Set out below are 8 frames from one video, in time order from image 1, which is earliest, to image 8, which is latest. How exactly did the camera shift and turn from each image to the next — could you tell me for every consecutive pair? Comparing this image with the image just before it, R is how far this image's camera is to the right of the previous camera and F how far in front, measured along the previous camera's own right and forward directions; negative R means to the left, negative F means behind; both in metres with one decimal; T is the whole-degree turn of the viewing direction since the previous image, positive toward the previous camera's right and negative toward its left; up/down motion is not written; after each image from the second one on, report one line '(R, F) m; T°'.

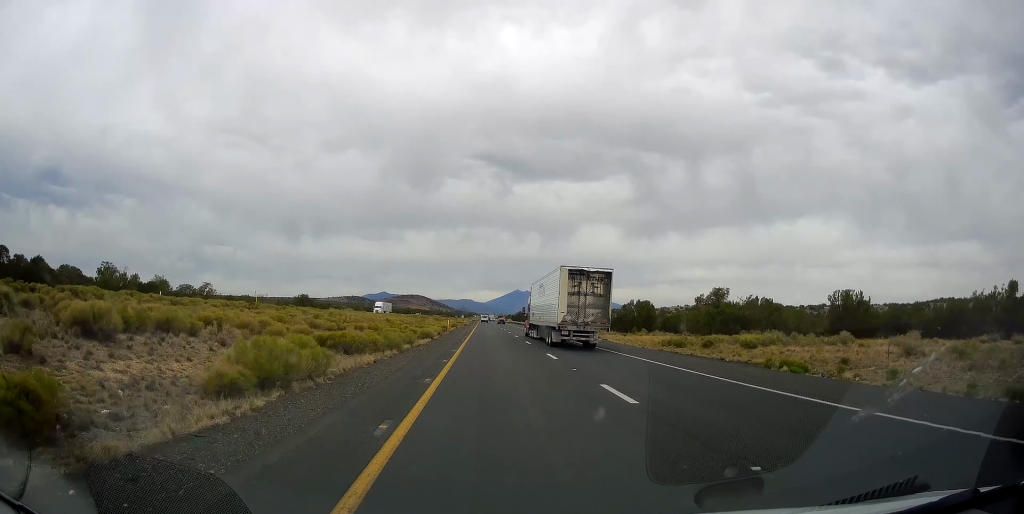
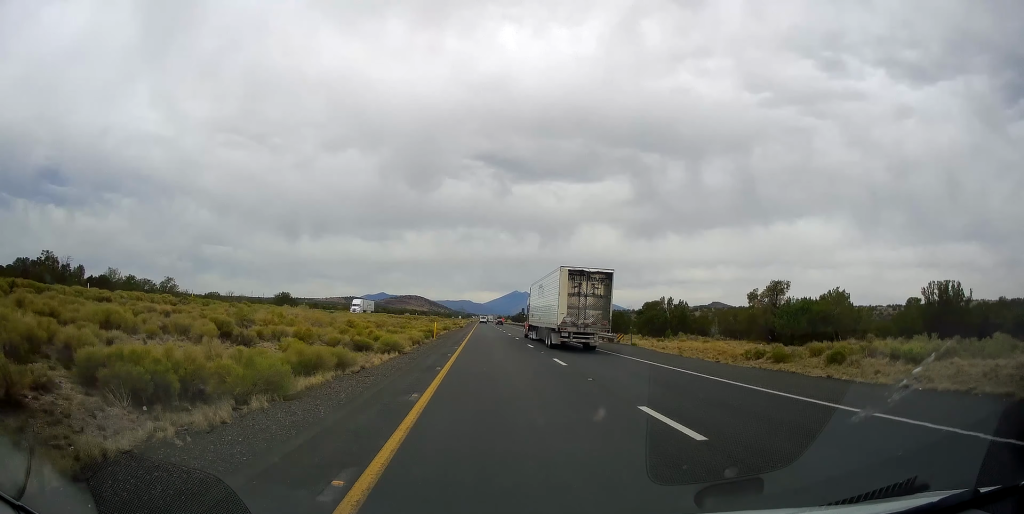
(-0.3, +14.9) m; 0°
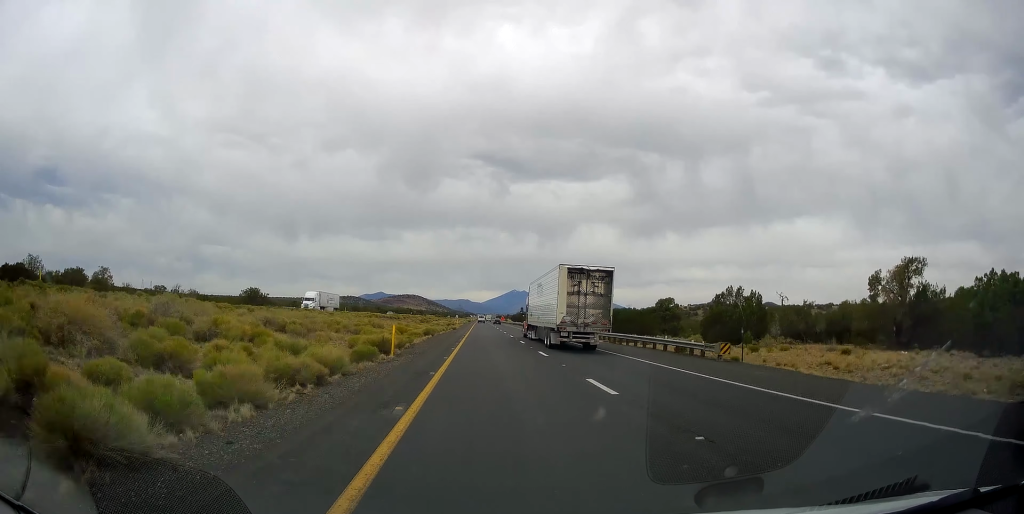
(-0.2, +19.9) m; 0°
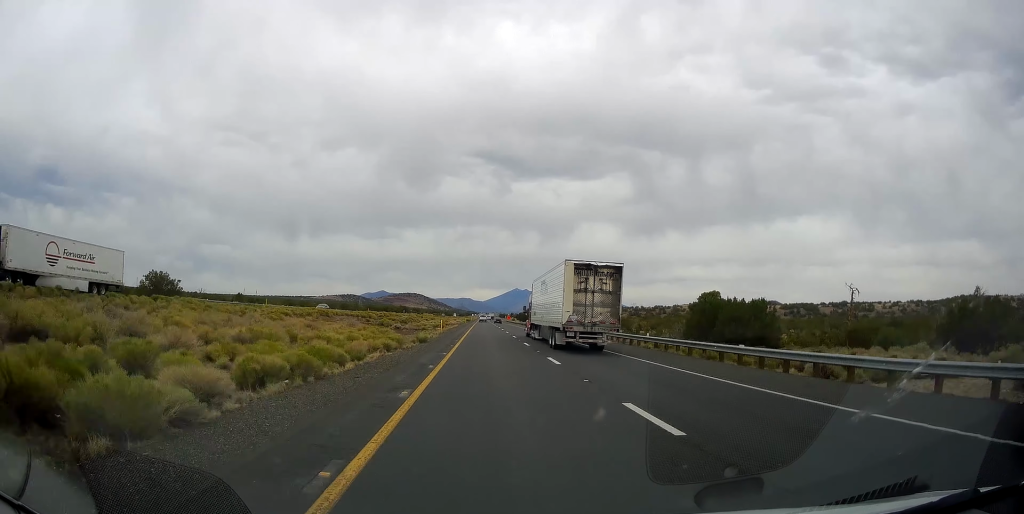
(+0.5, +41.1) m; +1°
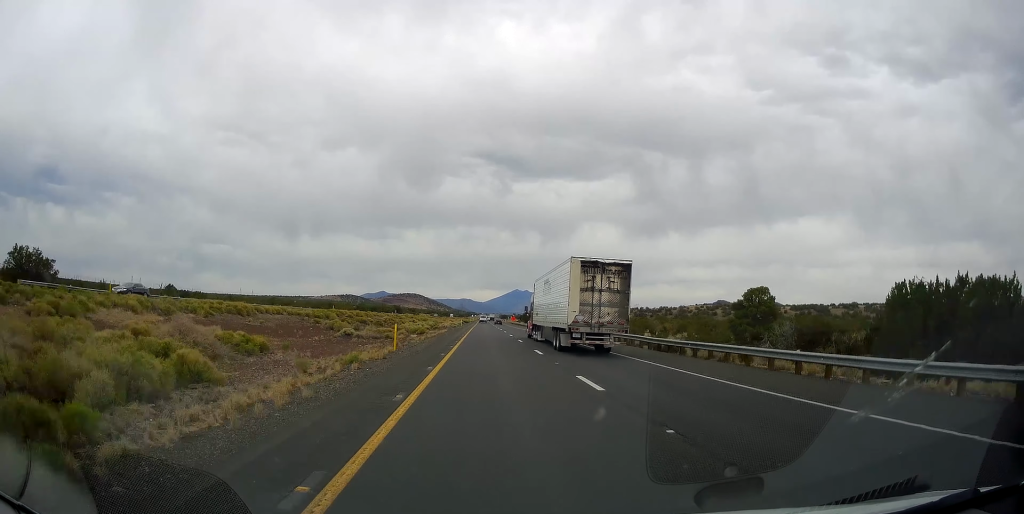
(+0.1, +31.1) m; 0°
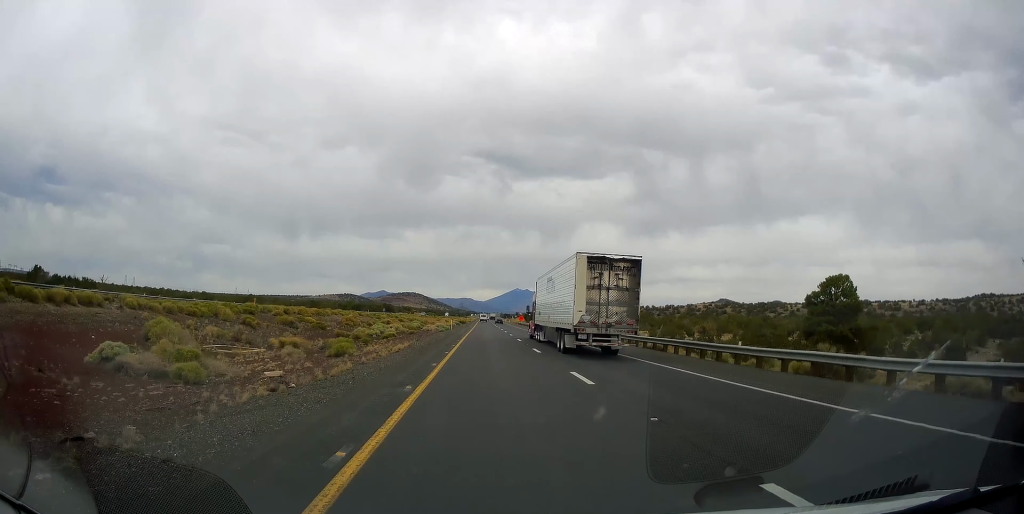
(+0.1, +35.0) m; -1°
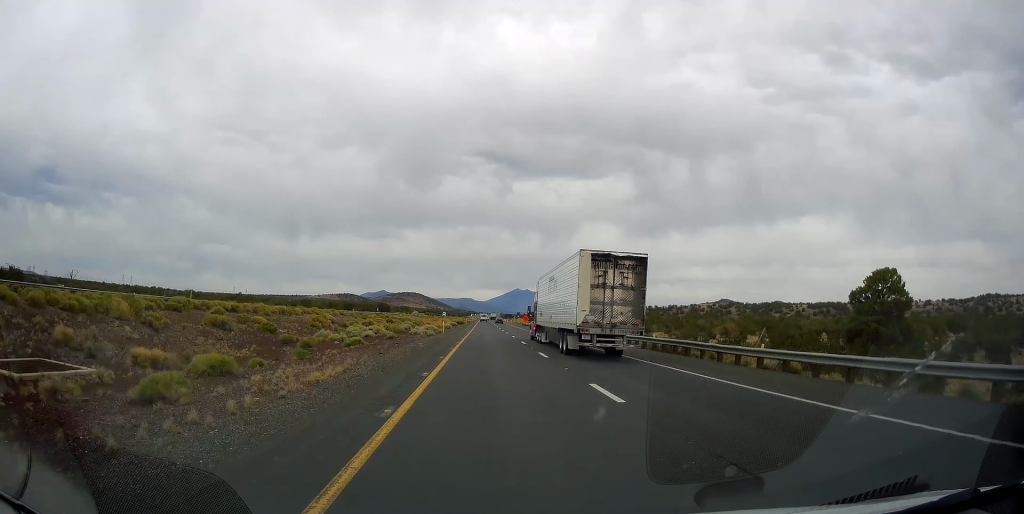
(-0.2, +15.0) m; -1°
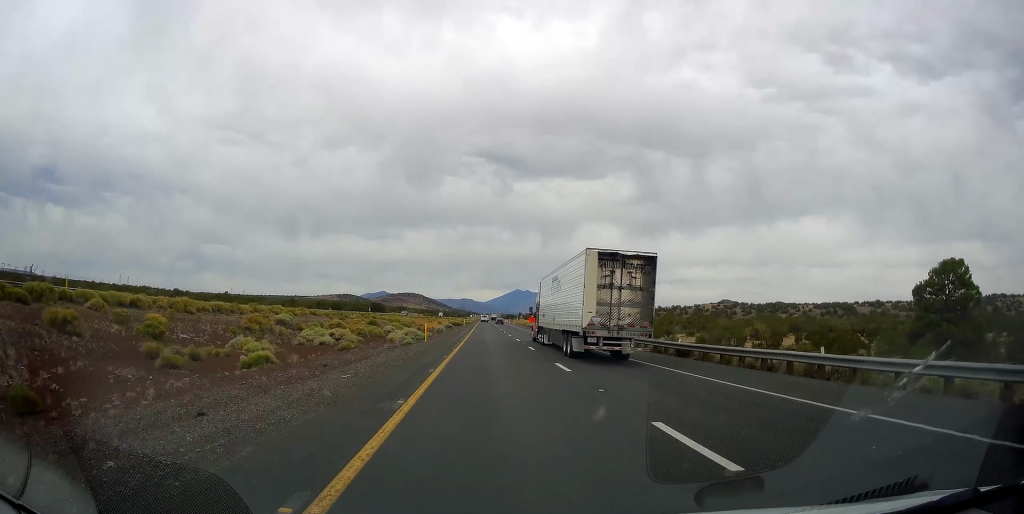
(-0.4, +17.1) m; 0°
